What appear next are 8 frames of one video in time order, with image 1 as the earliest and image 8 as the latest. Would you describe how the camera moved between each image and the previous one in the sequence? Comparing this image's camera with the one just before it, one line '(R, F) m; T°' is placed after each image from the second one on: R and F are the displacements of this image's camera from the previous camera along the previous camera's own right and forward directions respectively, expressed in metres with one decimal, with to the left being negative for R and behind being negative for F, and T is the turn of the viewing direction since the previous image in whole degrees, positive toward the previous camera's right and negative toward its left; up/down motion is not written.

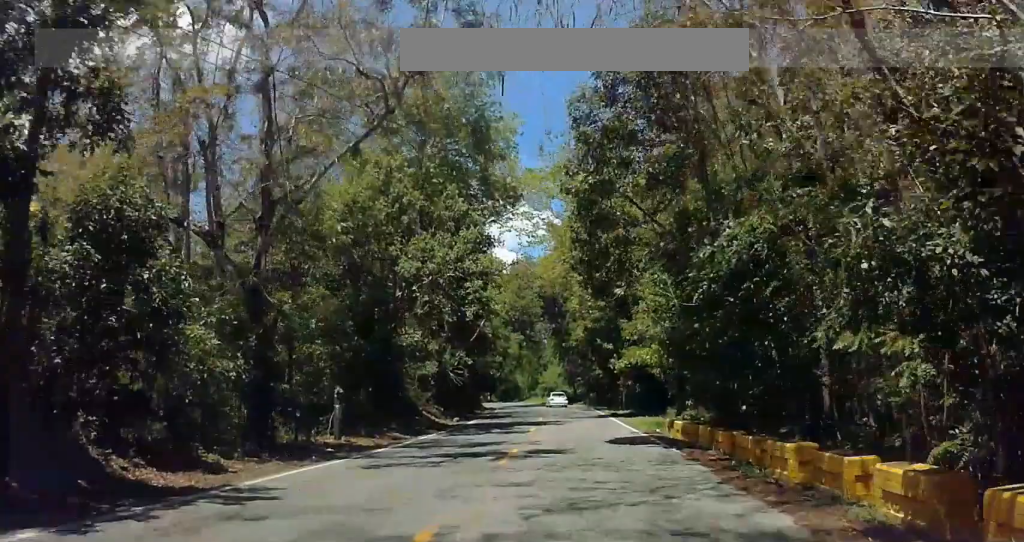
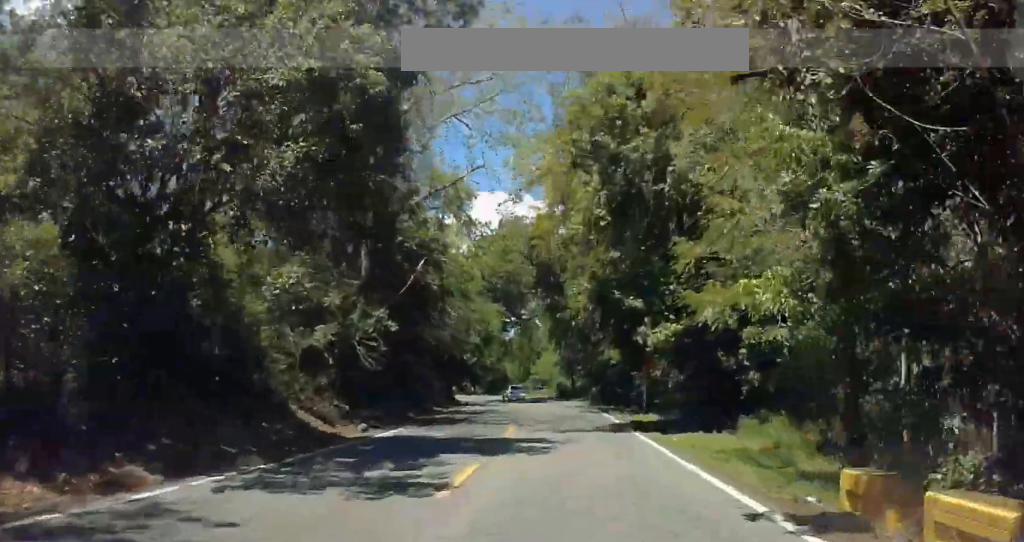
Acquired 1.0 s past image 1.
(-1.1, +17.6) m; -4°
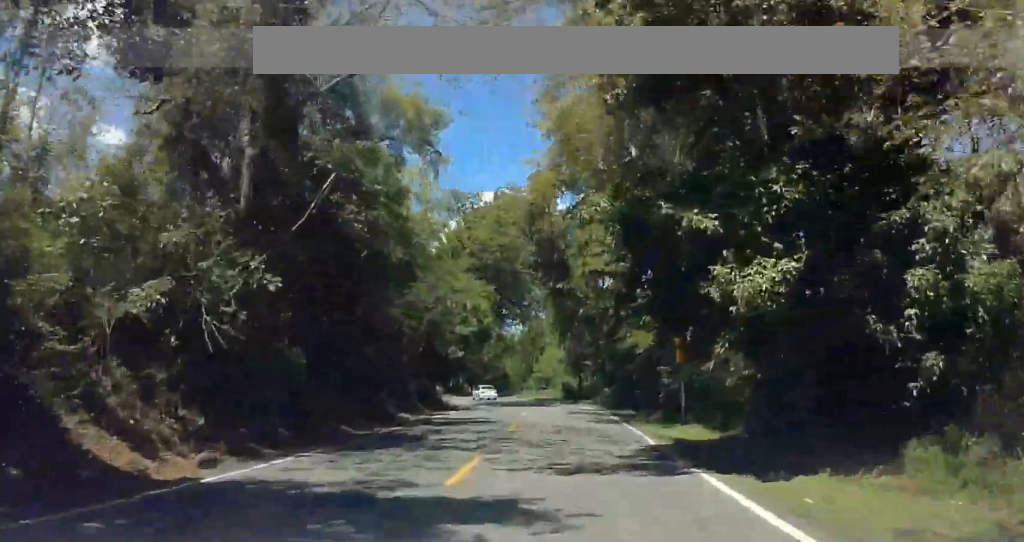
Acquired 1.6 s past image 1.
(0.0, +10.6) m; 0°
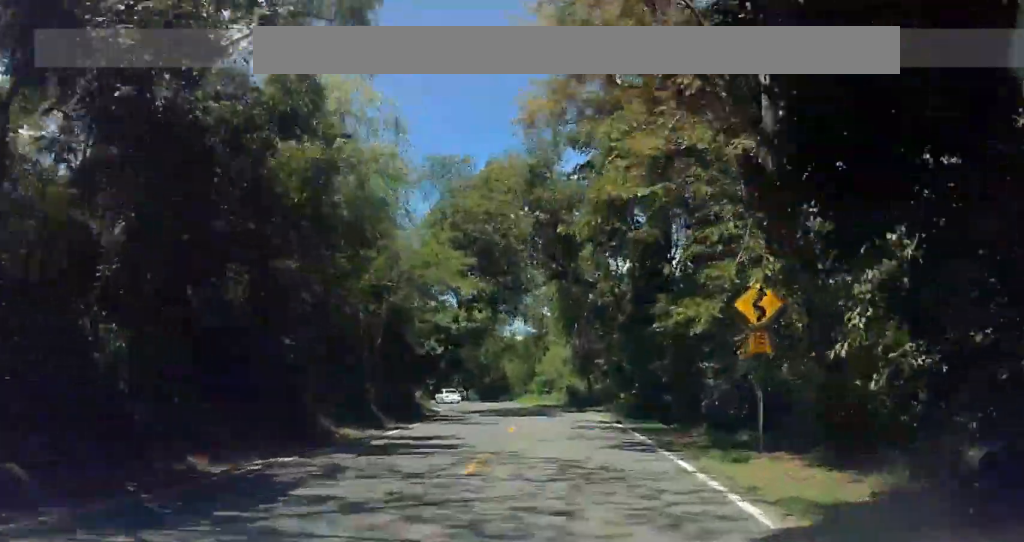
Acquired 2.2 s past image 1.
(0.0, +9.9) m; 0°
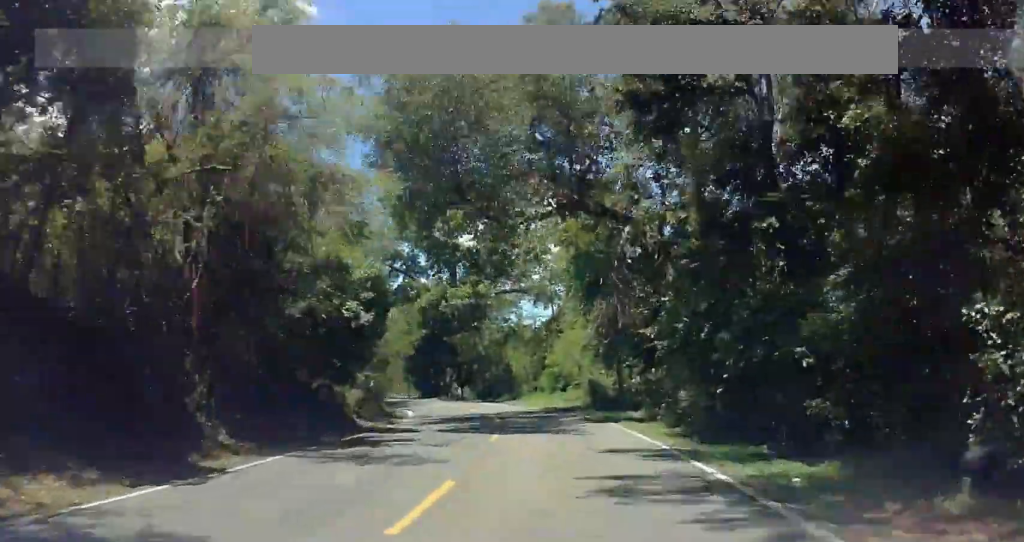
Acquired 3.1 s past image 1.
(0.0, +16.8) m; 0°
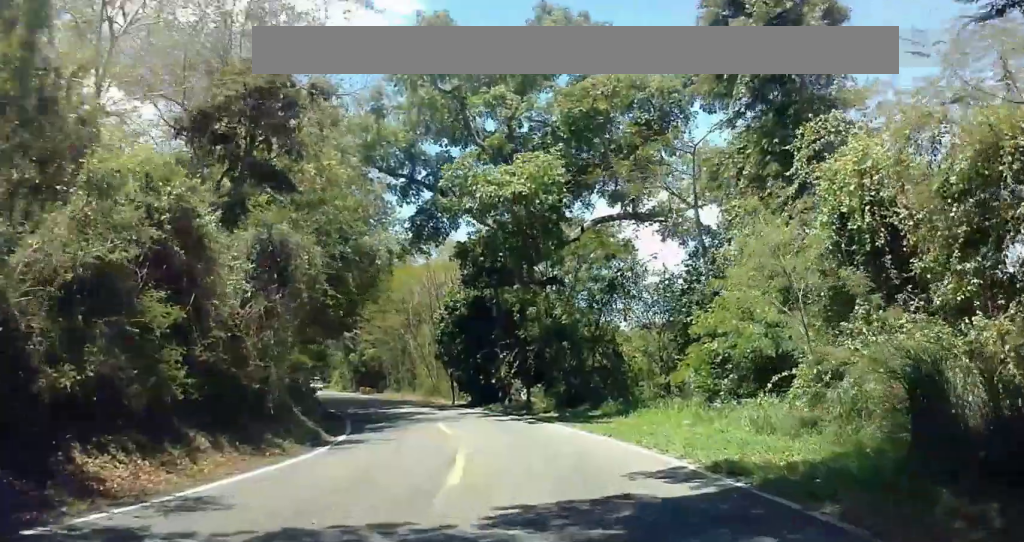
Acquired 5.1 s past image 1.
(0.0, +32.0) m; 0°
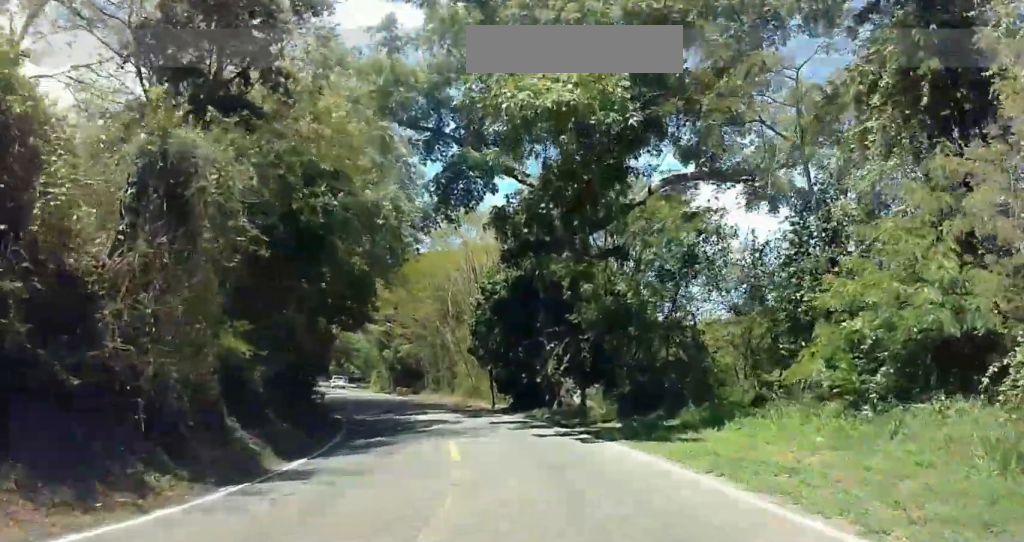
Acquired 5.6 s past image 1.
(0.0, +8.4) m; 0°
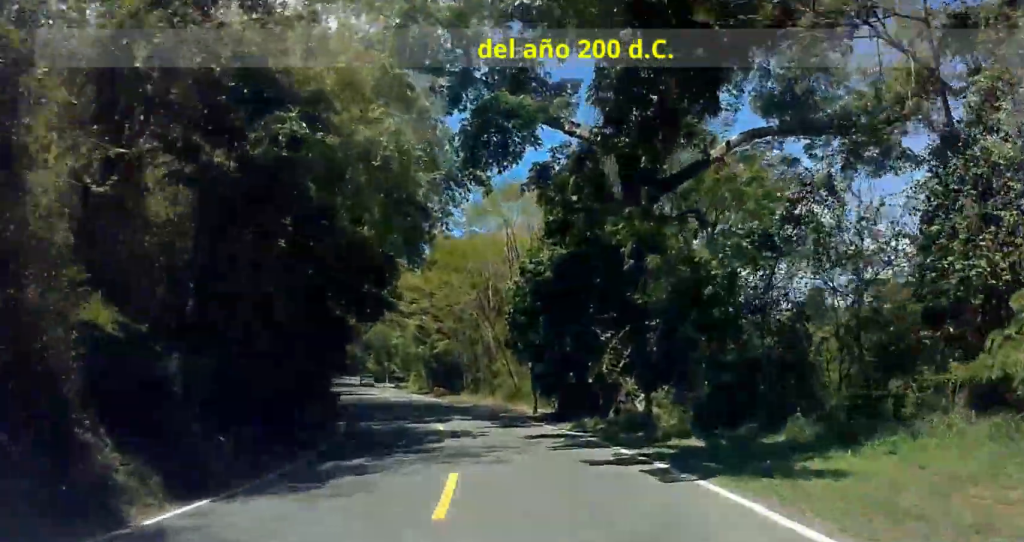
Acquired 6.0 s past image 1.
(0.0, +6.7) m; 0°
